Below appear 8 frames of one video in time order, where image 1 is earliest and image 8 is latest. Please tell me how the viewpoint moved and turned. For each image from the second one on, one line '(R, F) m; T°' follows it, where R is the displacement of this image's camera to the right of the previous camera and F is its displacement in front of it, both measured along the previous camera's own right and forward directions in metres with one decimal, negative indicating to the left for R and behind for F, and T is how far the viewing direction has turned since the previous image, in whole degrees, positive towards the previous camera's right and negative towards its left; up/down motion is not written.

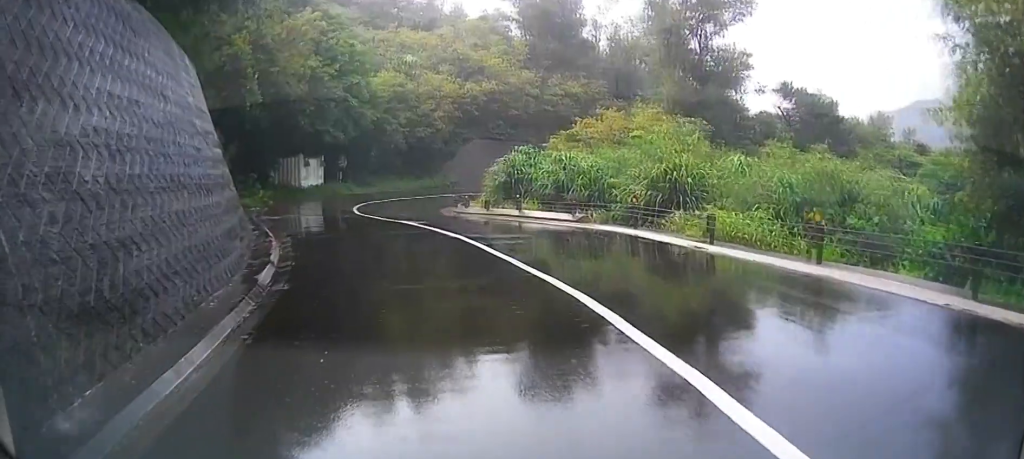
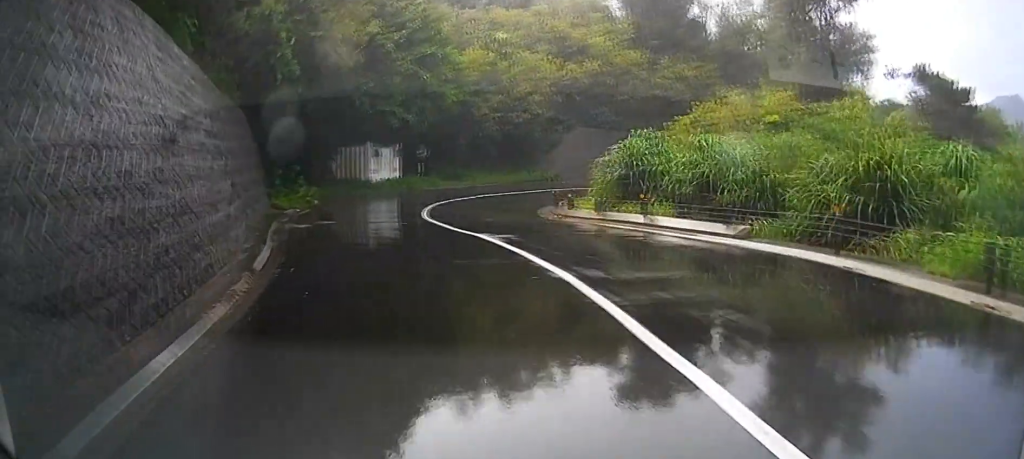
(-0.9, +8.2) m; -15°
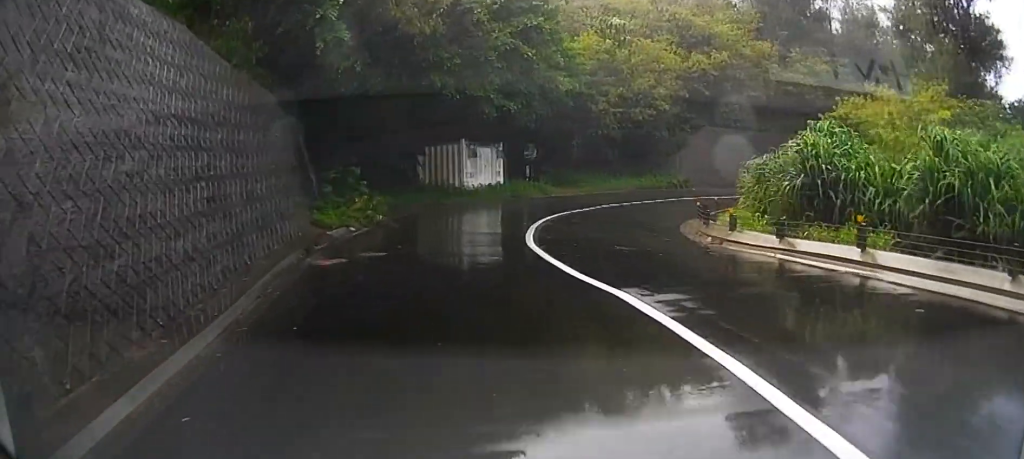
(-1.2, +8.3) m; -10°
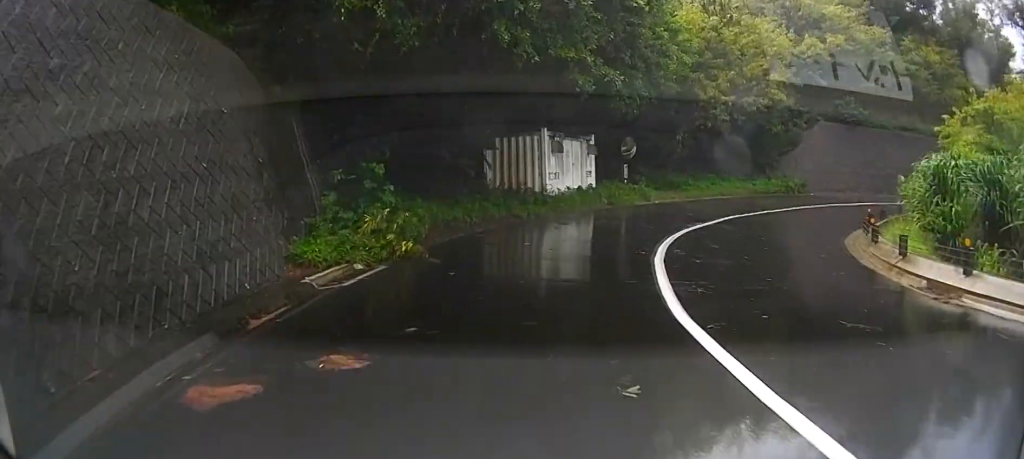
(-0.4, +8.9) m; +3°
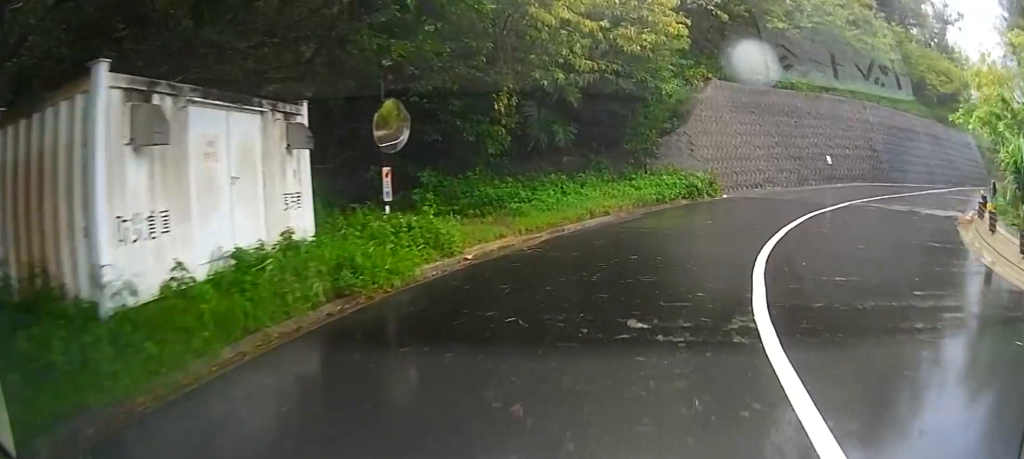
(+4.2, +18.2) m; +30°
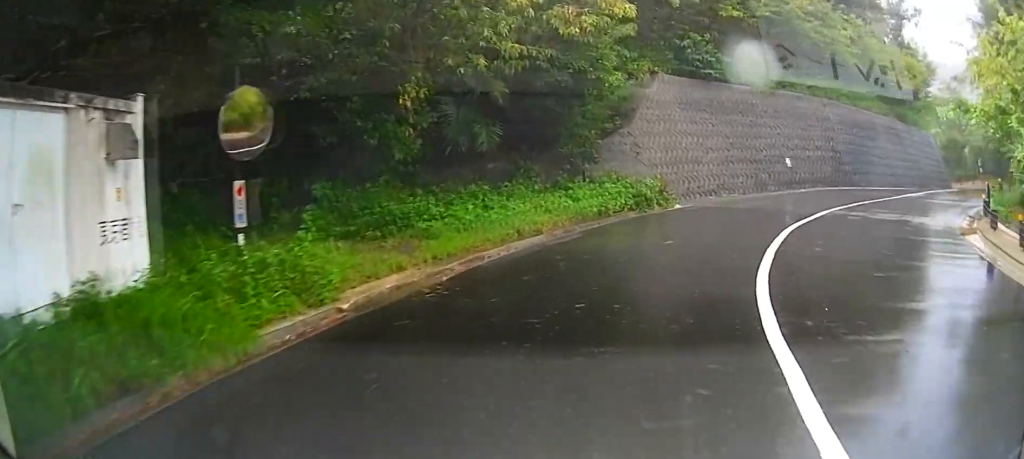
(+0.5, +3.3) m; +6°
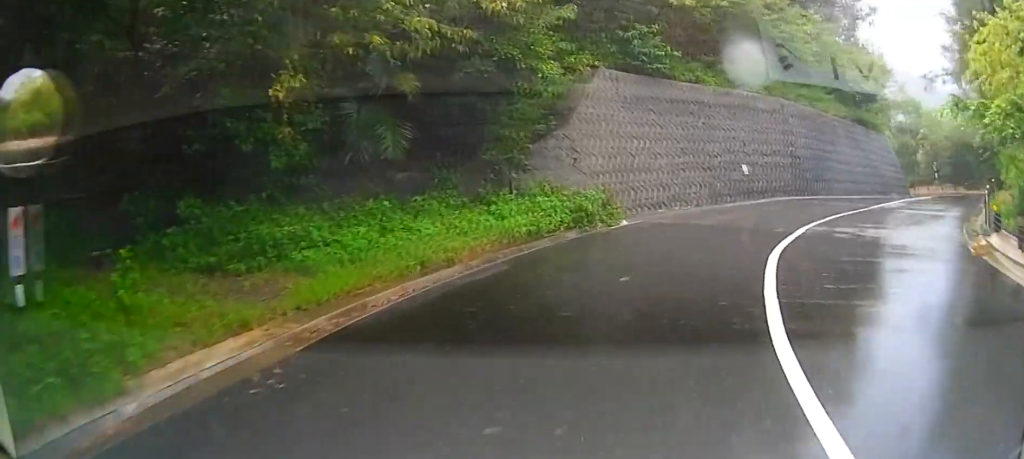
(0.0, +2.8) m; +4°
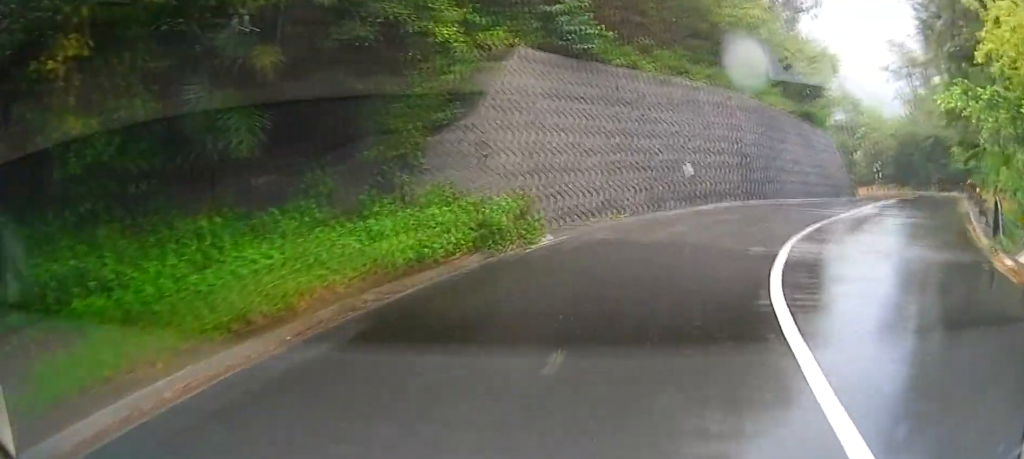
(-0.2, +3.6) m; +5°
